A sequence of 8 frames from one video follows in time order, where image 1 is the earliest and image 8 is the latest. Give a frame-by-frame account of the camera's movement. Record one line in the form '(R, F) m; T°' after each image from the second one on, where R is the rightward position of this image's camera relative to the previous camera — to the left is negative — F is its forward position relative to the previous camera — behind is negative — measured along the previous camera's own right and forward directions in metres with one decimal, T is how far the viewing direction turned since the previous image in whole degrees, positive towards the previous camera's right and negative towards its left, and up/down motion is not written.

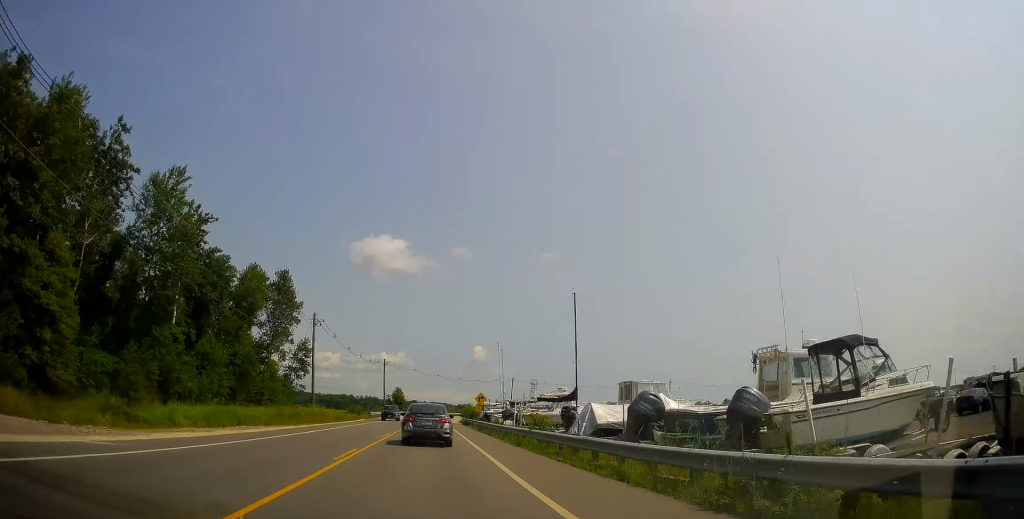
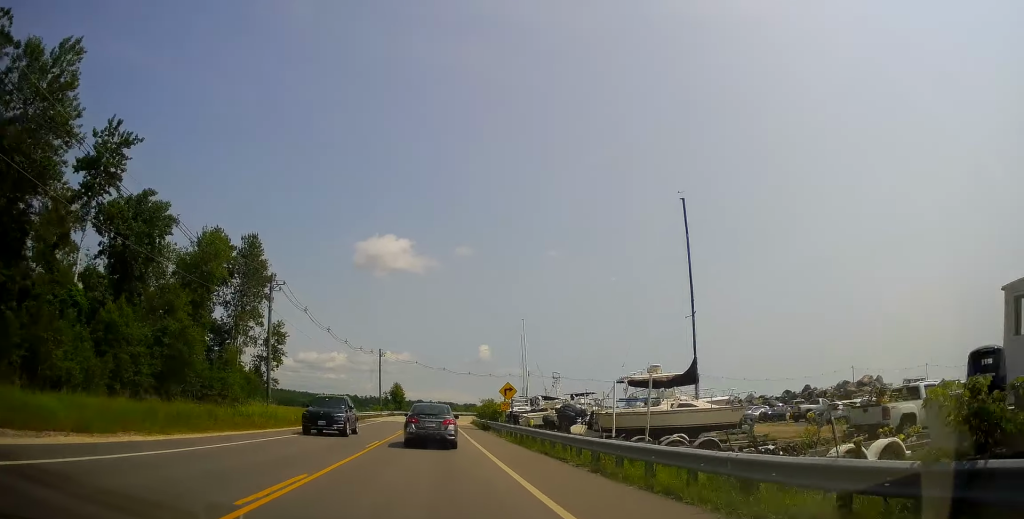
(+0.2, +19.0) m; +1°
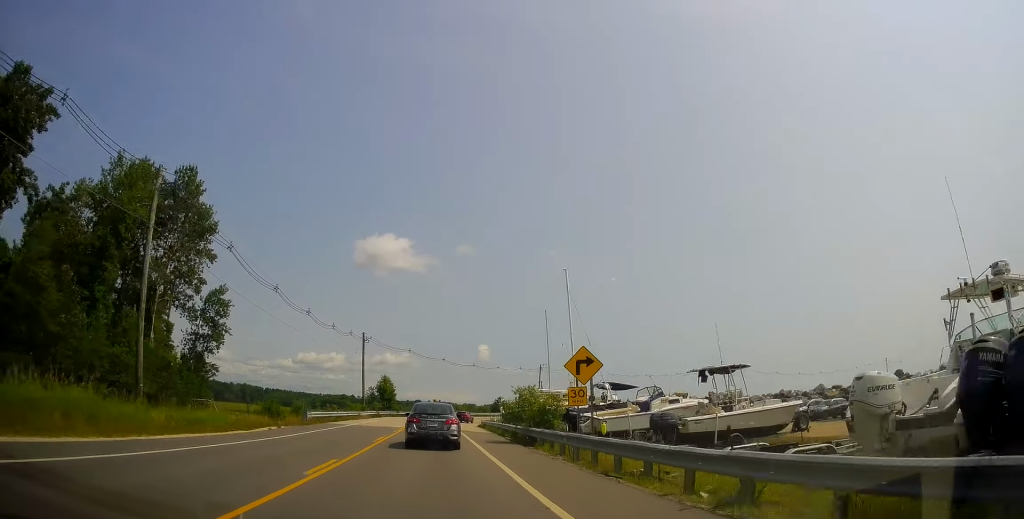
(0.0, +21.0) m; -1°
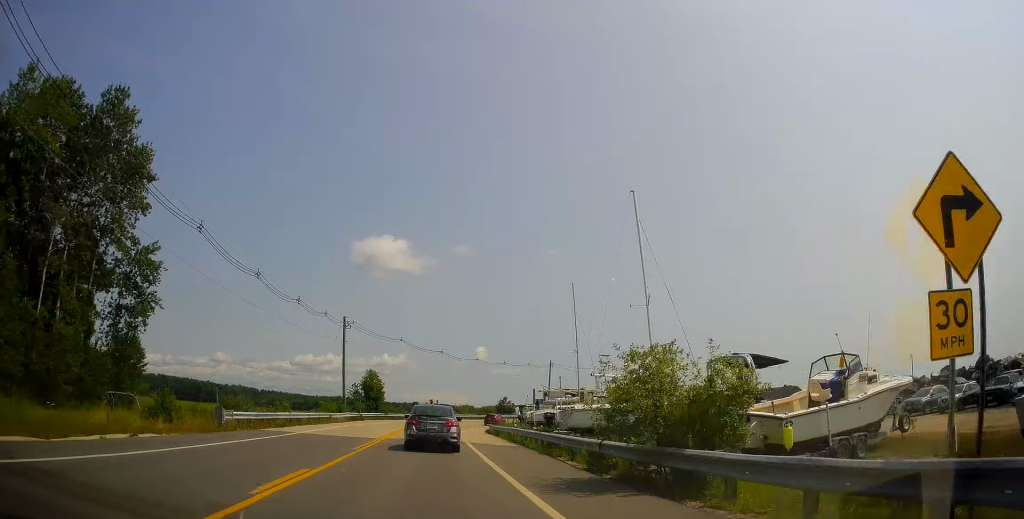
(-0.4, +14.8) m; +1°
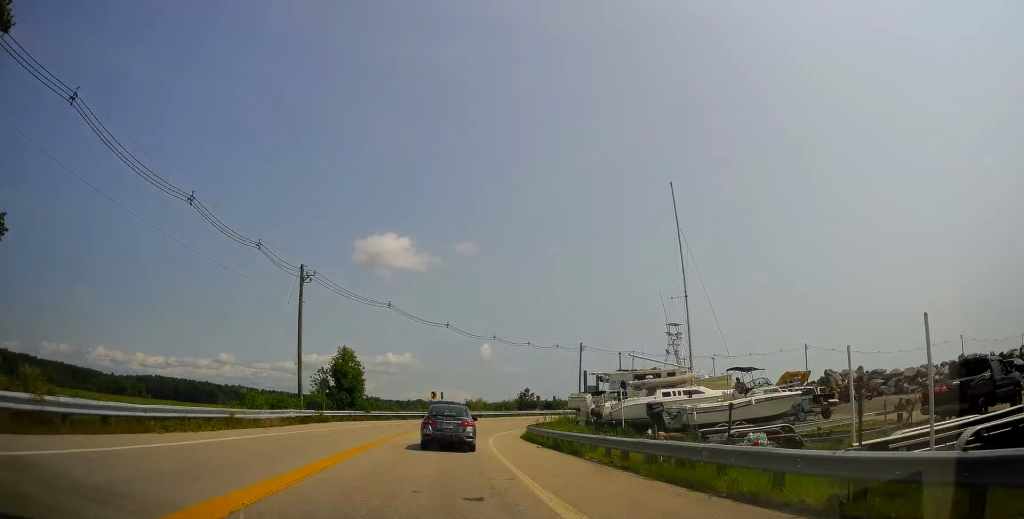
(+0.4, +23.1) m; 0°
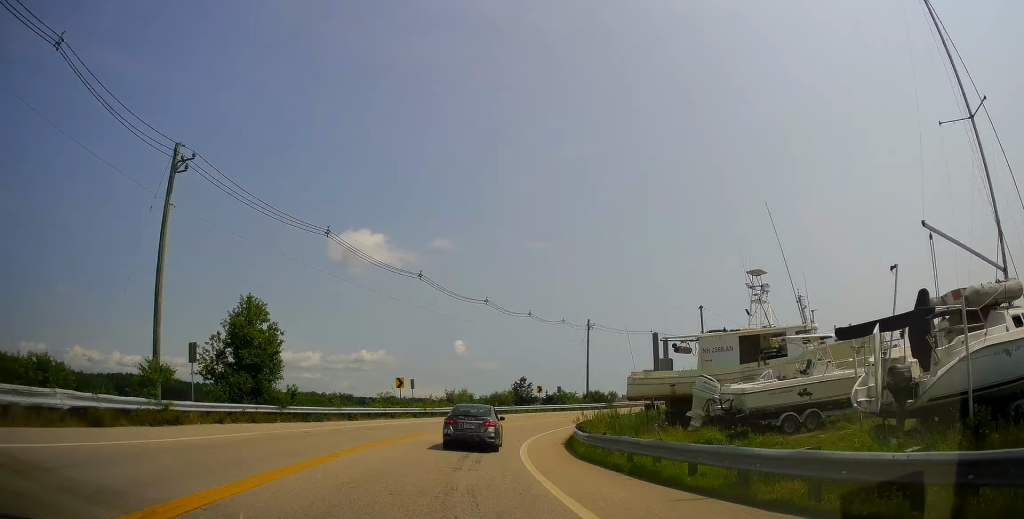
(+0.2, +20.3) m; +5°
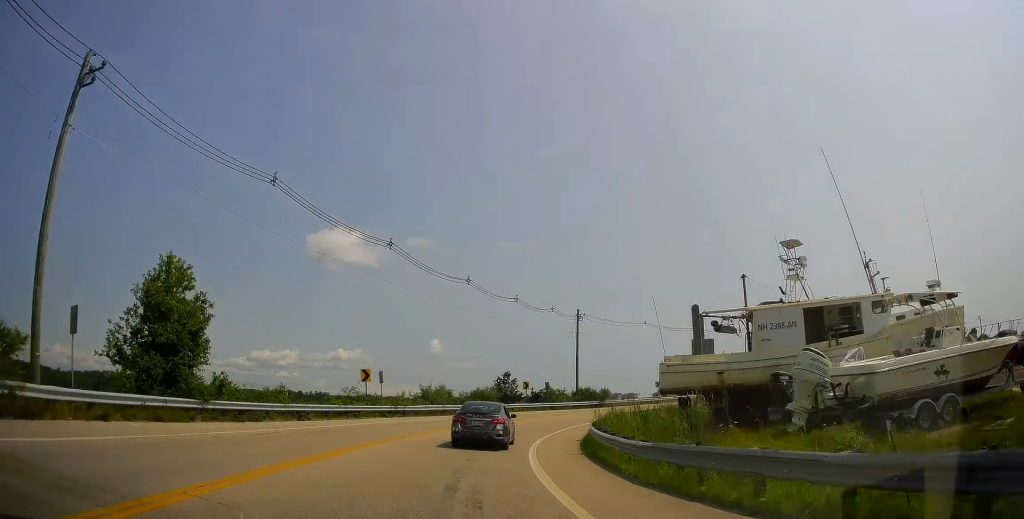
(+0.3, +6.9) m; +3°
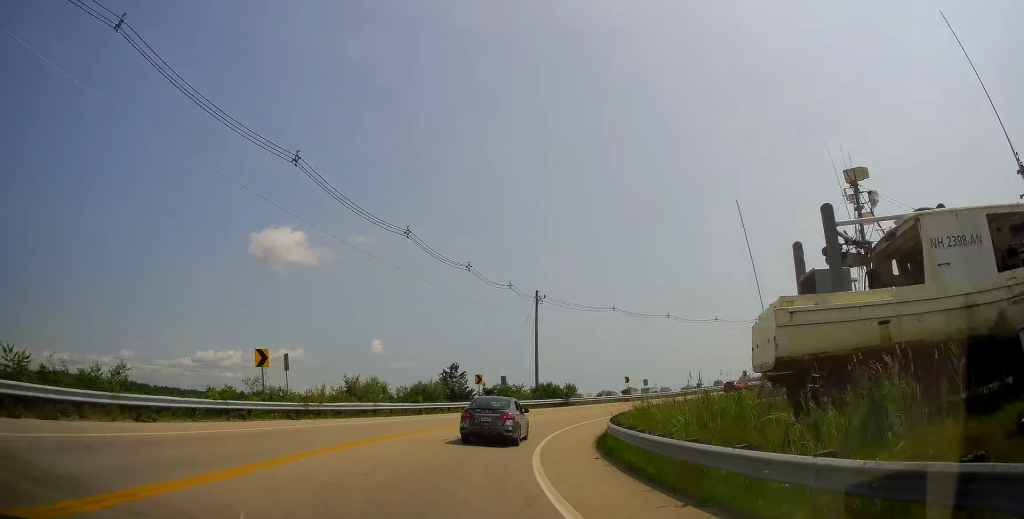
(+0.4, +10.7) m; +6°
